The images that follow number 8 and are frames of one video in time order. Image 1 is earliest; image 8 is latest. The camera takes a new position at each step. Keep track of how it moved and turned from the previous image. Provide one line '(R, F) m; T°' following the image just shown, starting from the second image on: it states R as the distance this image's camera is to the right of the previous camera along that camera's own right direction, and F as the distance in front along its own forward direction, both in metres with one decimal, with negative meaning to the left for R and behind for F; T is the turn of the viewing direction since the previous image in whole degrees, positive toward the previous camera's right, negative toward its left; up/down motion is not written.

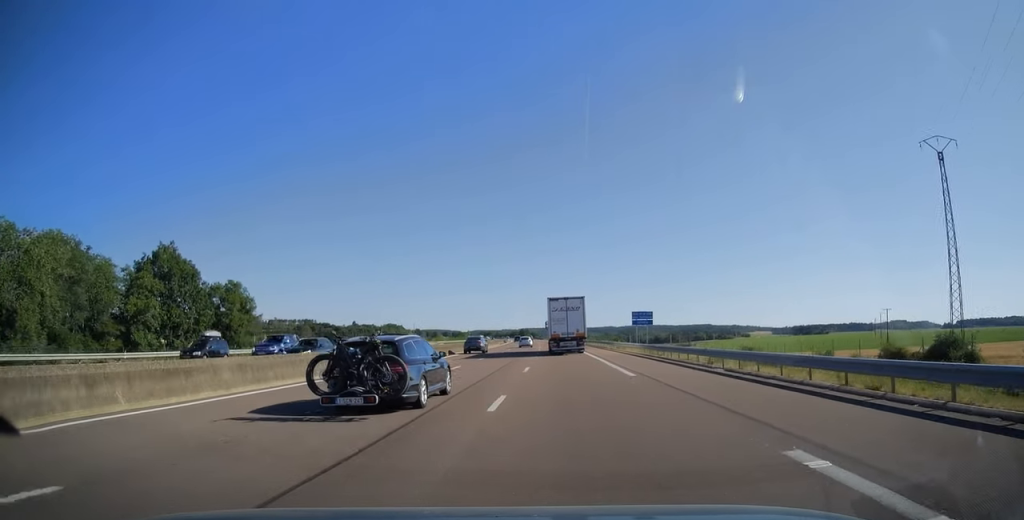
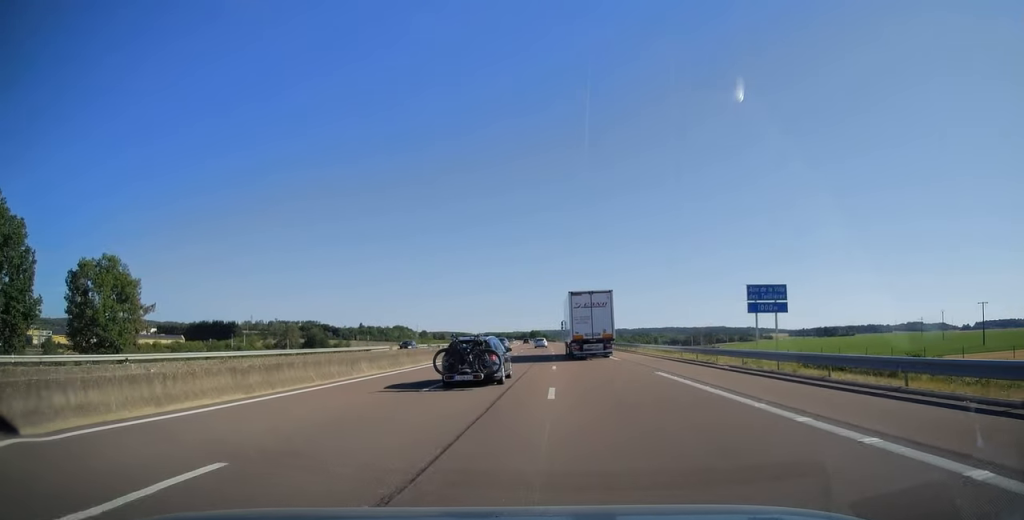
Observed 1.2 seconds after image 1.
(-0.3, +36.8) m; -1°
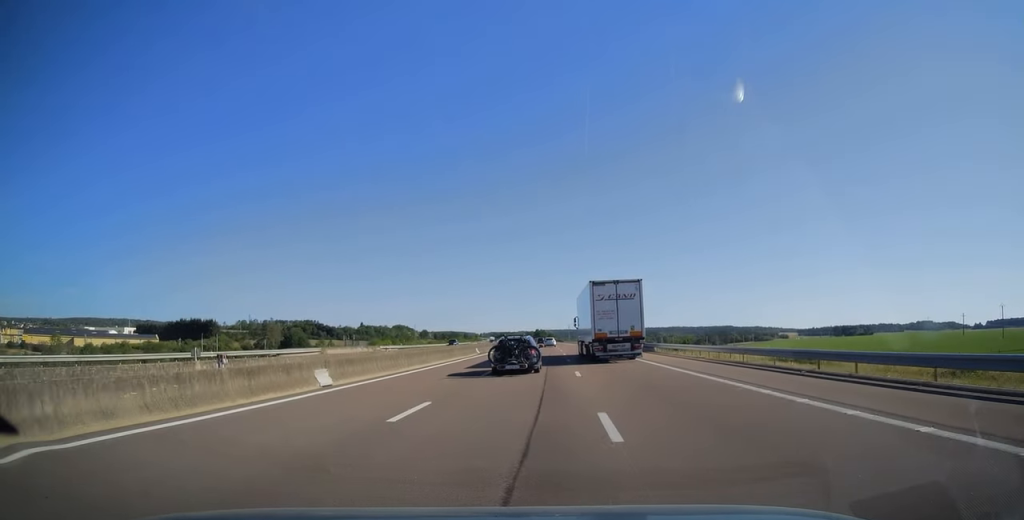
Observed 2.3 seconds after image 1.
(-0.2, +31.7) m; -1°
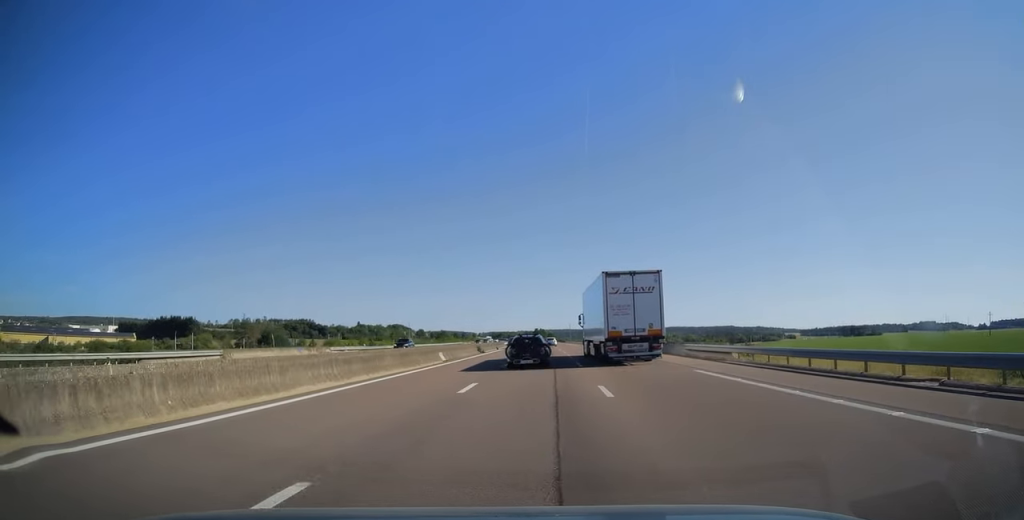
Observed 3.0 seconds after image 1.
(-0.1, +20.6) m; 0°
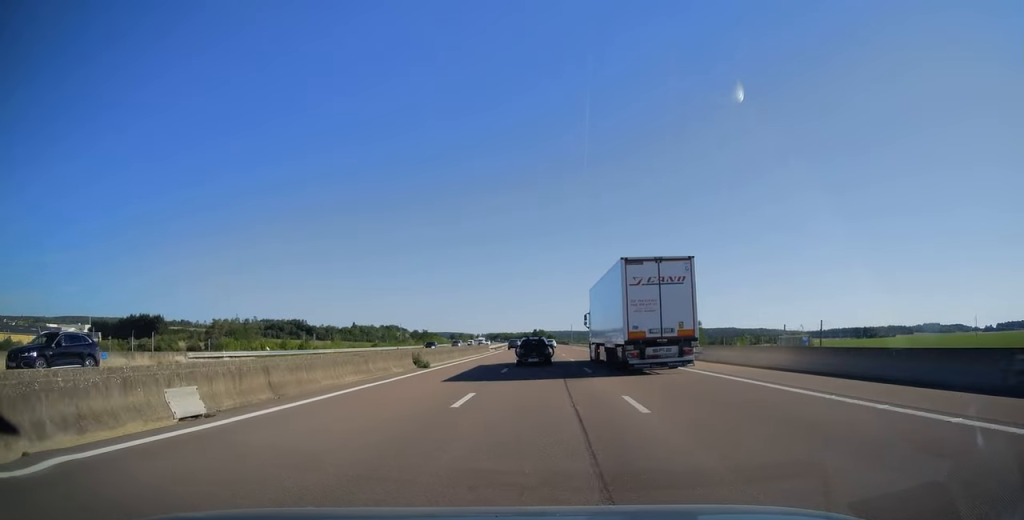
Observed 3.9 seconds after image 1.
(-0.1, +28.8) m; 0°
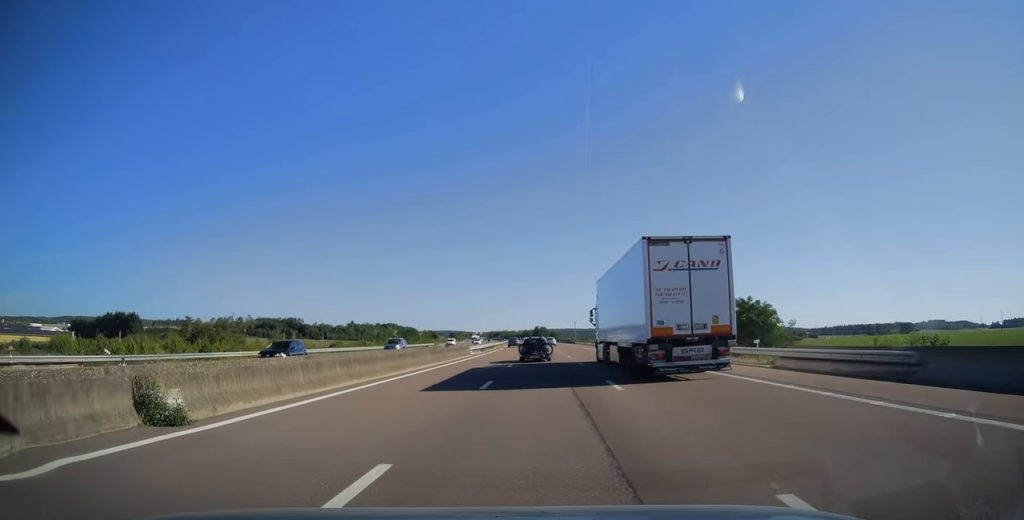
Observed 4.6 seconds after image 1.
(0.0, +21.7) m; 0°
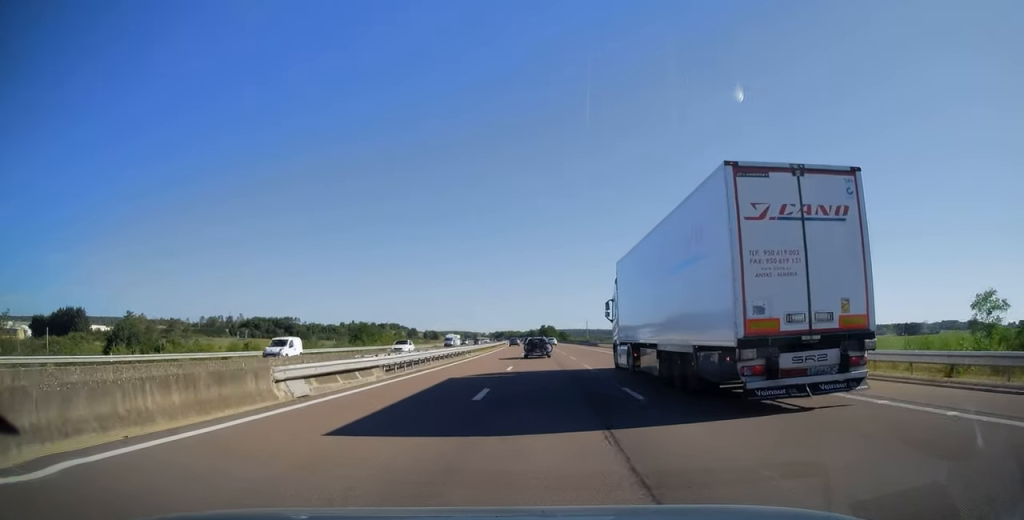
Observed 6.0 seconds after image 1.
(-0.1, +41.4) m; 0°
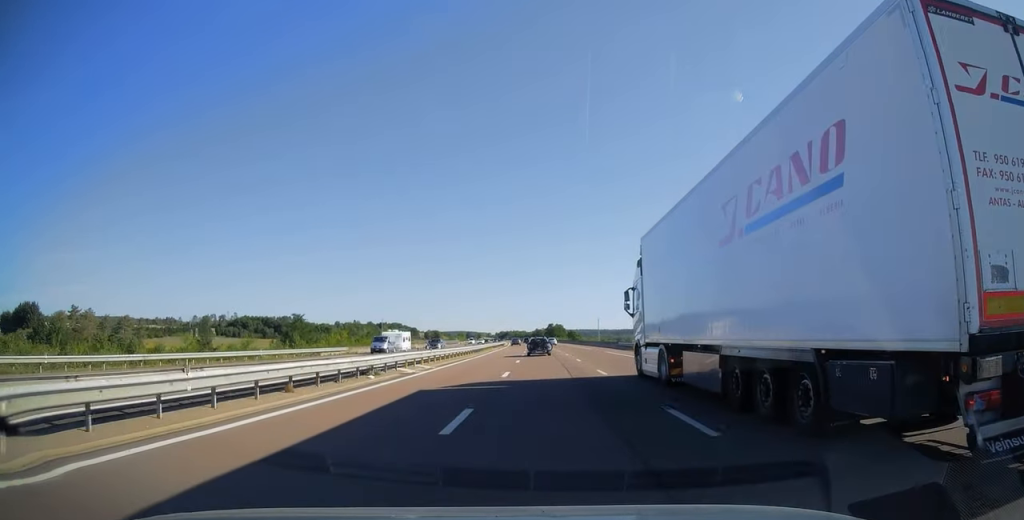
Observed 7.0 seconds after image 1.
(-0.1, +30.8) m; -1°
